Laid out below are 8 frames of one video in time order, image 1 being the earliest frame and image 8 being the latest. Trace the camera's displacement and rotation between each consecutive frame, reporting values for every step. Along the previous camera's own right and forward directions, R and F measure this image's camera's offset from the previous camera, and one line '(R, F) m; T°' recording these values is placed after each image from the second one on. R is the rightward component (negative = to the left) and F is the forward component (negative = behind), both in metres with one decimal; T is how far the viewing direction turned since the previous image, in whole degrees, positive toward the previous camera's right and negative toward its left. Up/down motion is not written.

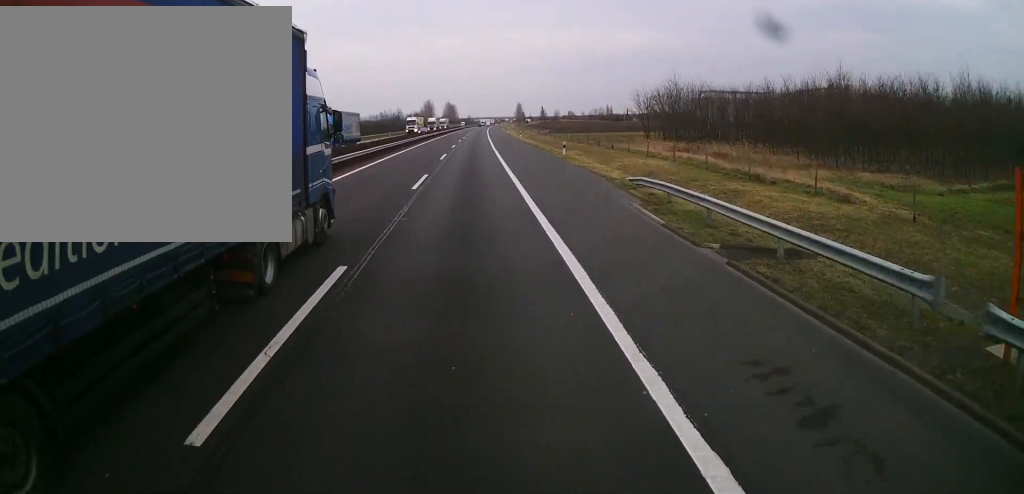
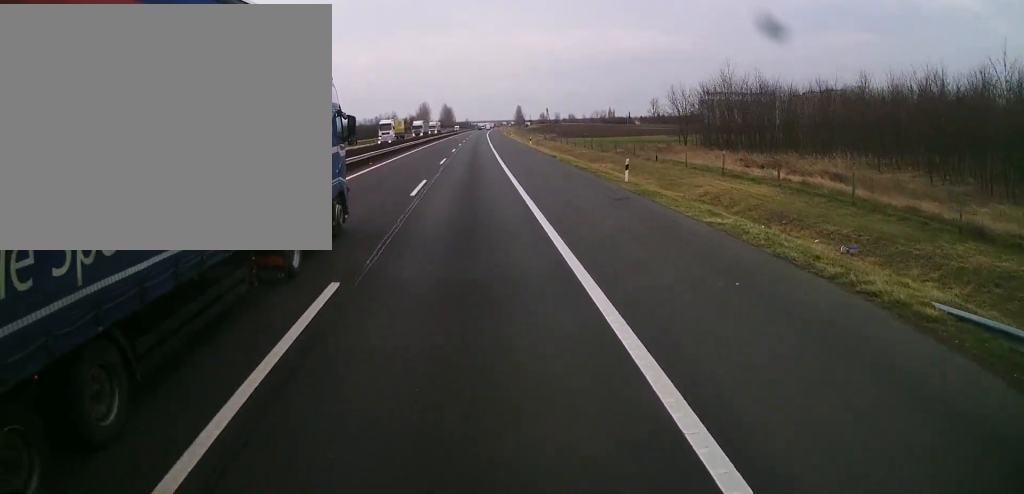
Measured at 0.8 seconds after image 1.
(+0.1, +19.4) m; 0°
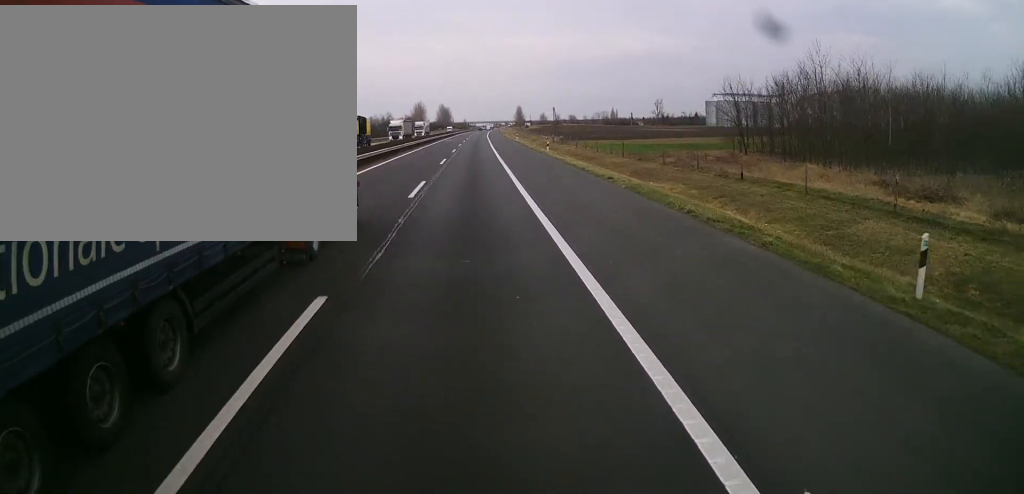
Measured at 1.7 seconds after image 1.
(0.0, +19.5) m; 0°
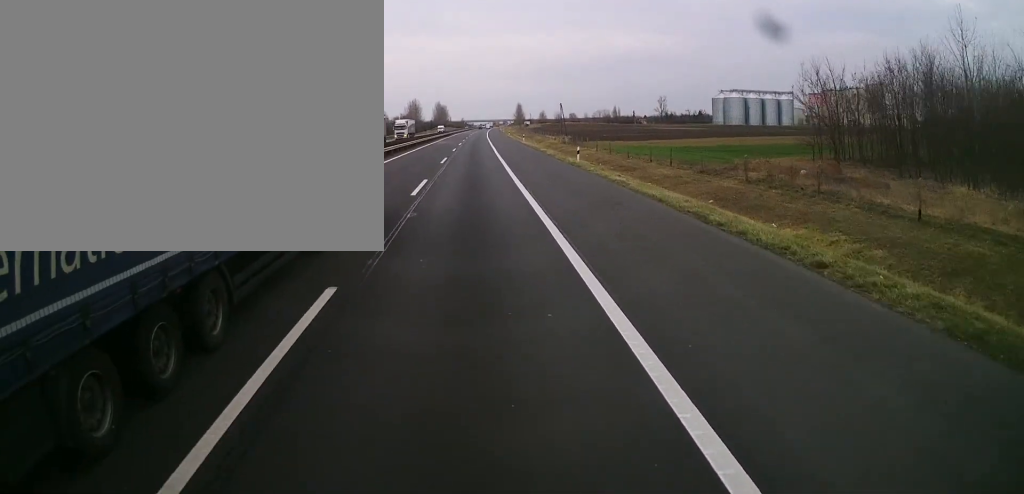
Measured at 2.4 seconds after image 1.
(0.0, +18.0) m; 0°
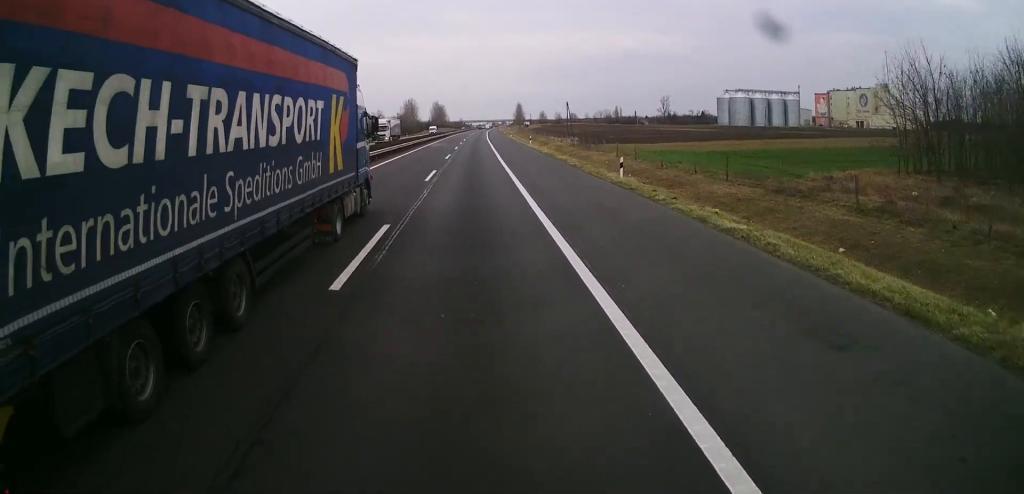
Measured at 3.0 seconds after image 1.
(0.0, +12.5) m; 0°
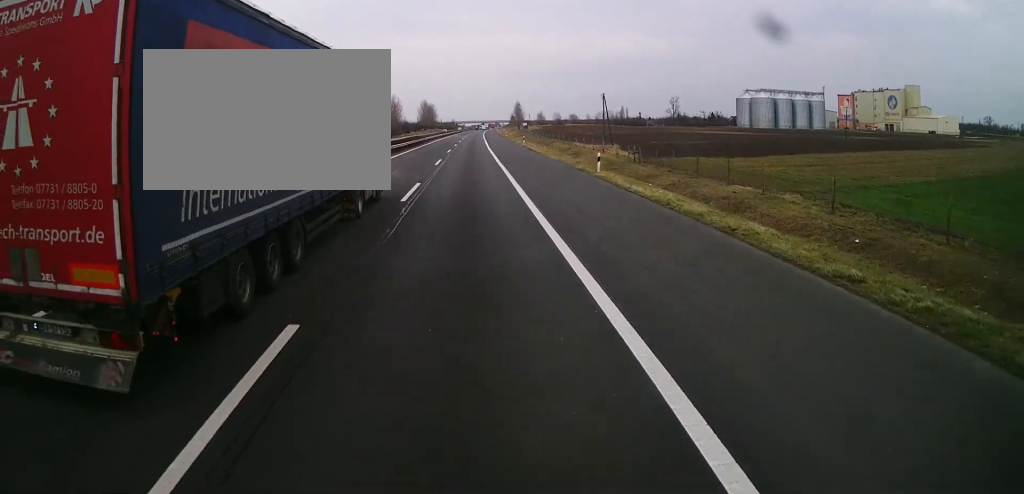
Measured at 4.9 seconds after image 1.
(+0.3, +45.0) m; +1°
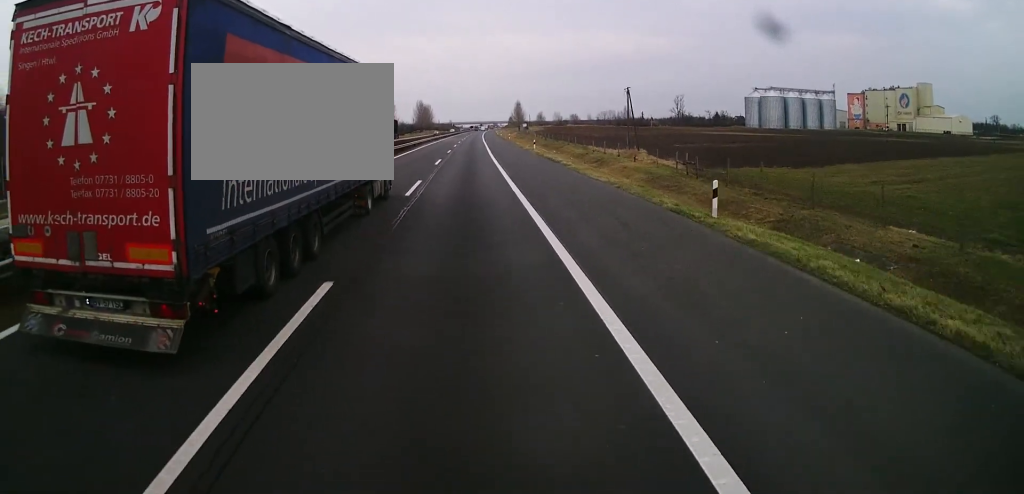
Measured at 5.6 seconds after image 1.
(+0.1, +16.2) m; 0°
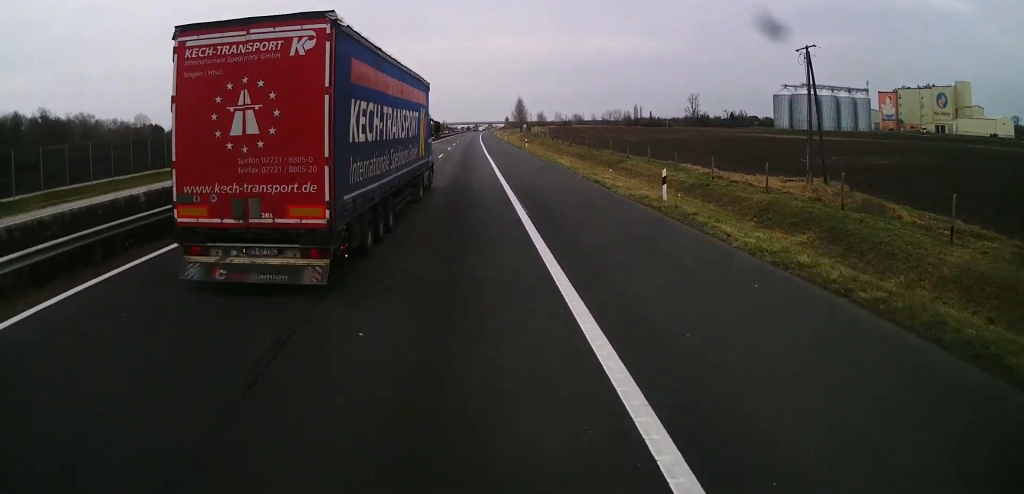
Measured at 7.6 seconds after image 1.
(0.0, +45.5) m; 0°
